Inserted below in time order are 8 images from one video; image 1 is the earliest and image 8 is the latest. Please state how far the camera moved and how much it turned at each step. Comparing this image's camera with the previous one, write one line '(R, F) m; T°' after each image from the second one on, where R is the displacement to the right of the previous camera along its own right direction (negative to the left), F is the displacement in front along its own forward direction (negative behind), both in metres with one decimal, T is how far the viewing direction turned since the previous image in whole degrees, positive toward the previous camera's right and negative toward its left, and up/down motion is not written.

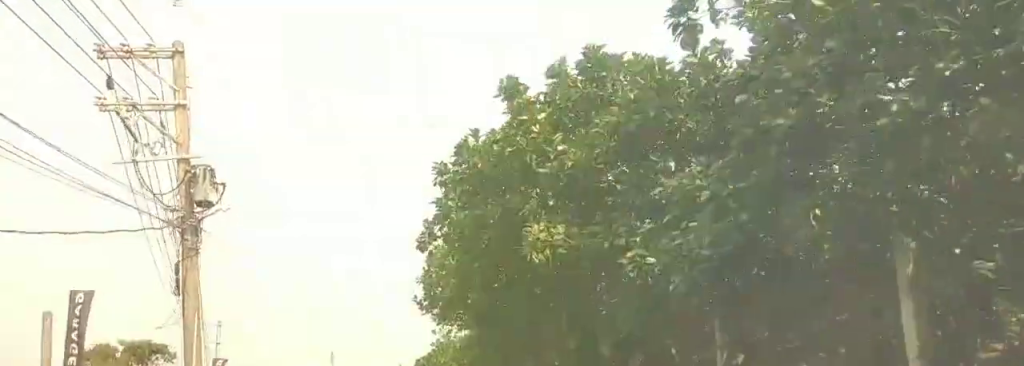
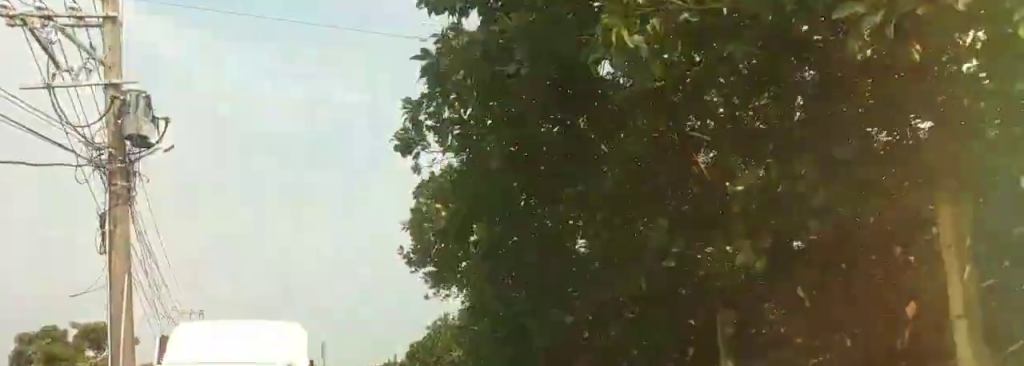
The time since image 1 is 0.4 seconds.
(0.0, +3.1) m; 0°
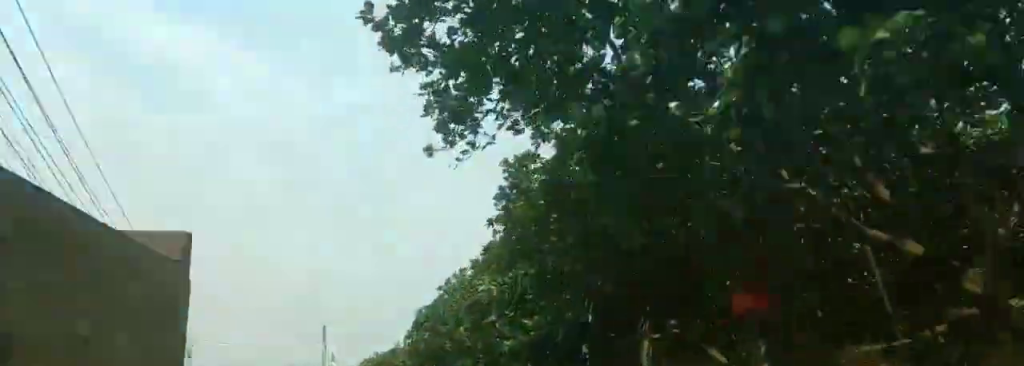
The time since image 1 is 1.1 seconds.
(0.0, +5.9) m; 0°
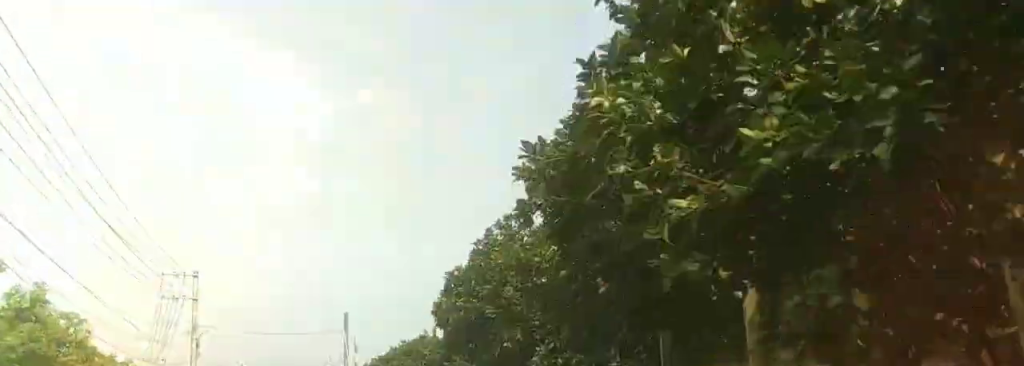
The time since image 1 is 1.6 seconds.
(0.0, +4.4) m; 0°
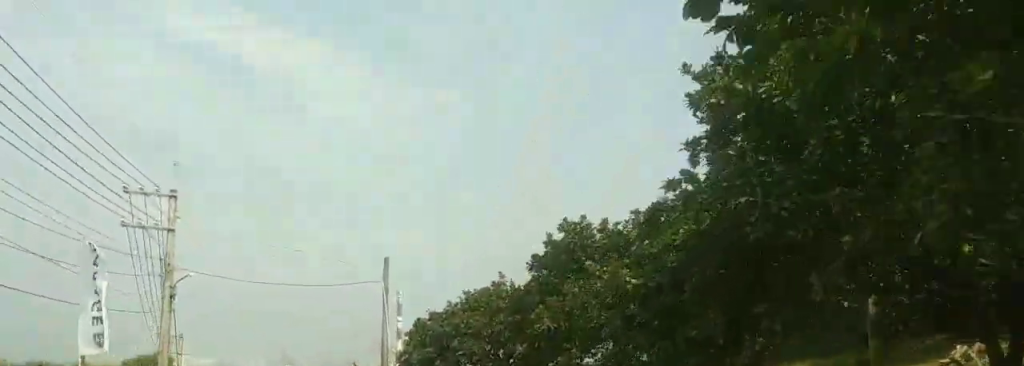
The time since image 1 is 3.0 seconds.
(-0.2, +13.0) m; -2°
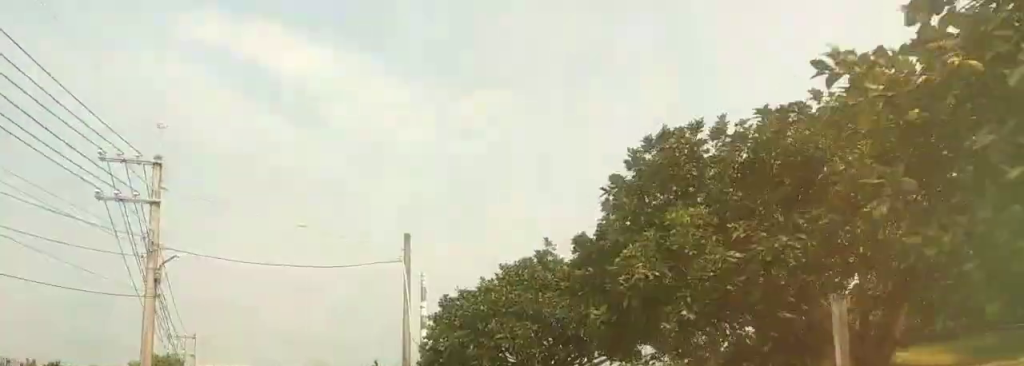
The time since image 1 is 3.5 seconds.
(0.0, +4.7) m; -1°
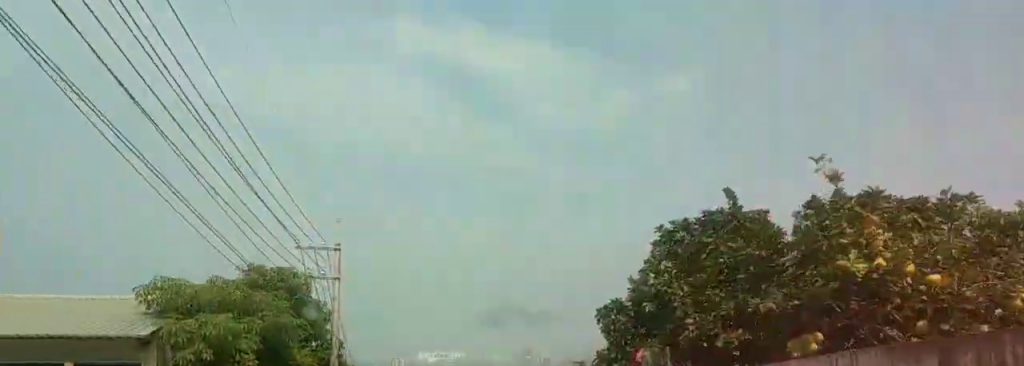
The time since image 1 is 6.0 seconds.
(-3.8, +23.8) m; -16°
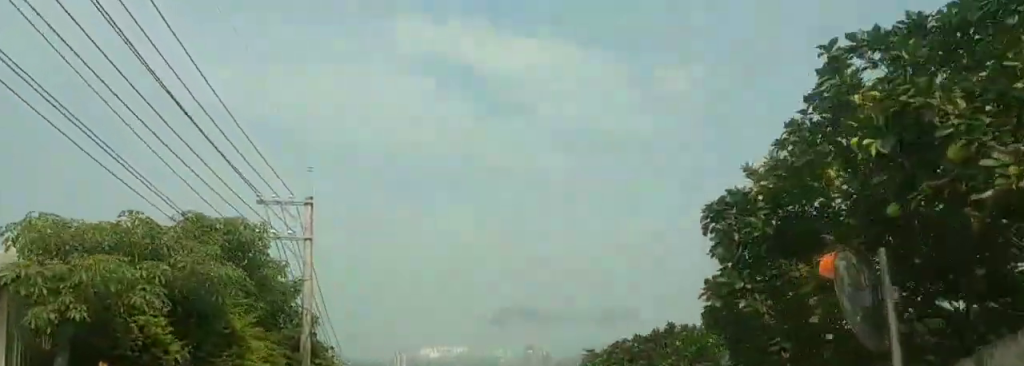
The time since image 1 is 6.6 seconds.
(0.0, +6.0) m; -1°
